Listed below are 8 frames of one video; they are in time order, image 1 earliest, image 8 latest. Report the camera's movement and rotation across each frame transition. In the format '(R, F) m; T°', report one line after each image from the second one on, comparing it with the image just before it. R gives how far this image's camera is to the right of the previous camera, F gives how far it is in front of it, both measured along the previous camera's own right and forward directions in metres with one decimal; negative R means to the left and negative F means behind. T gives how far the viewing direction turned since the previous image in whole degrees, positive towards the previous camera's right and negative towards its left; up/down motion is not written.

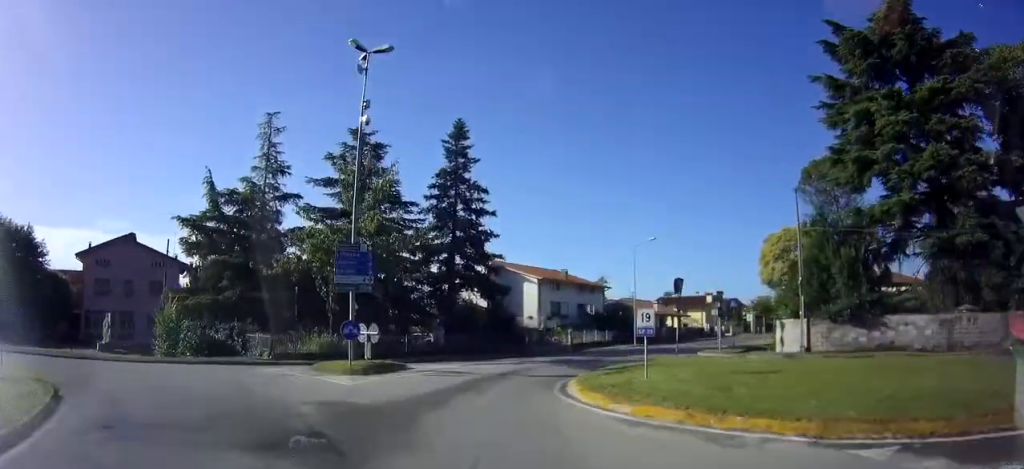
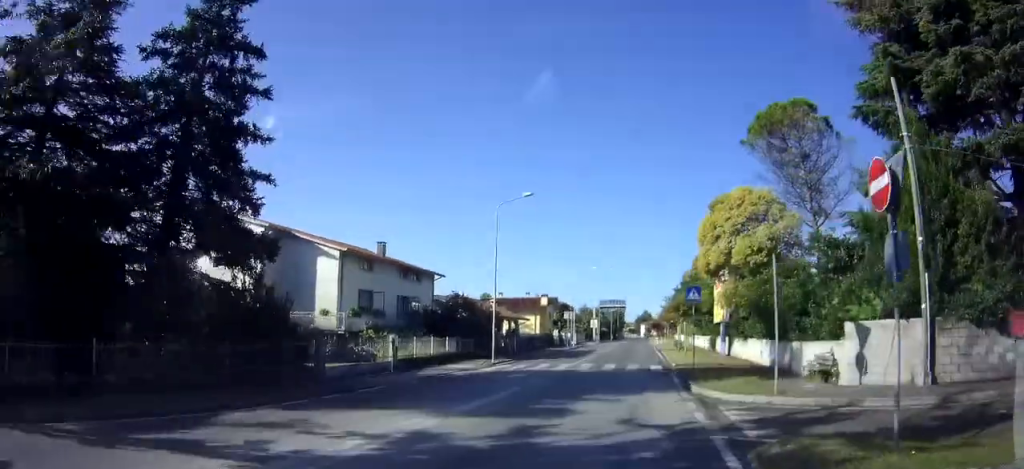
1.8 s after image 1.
(+2.2, +16.0) m; +20°
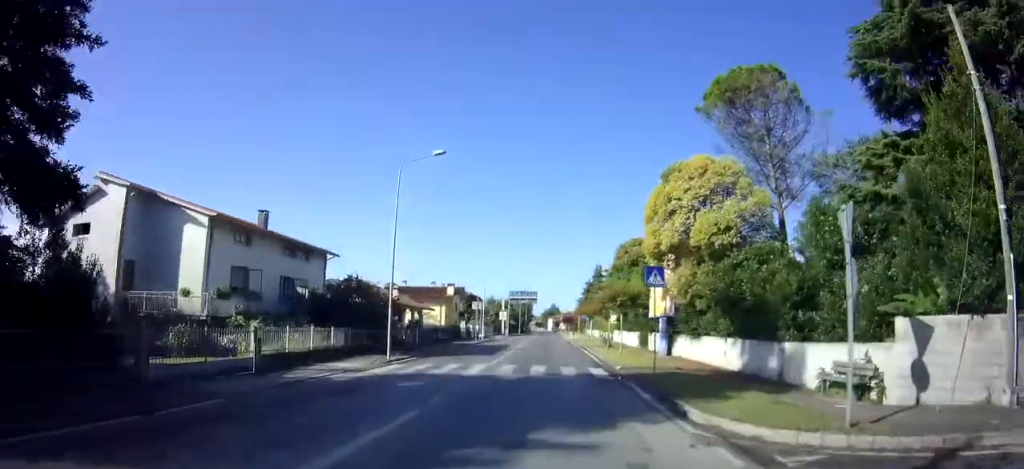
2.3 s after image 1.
(+0.4, +5.2) m; +7°
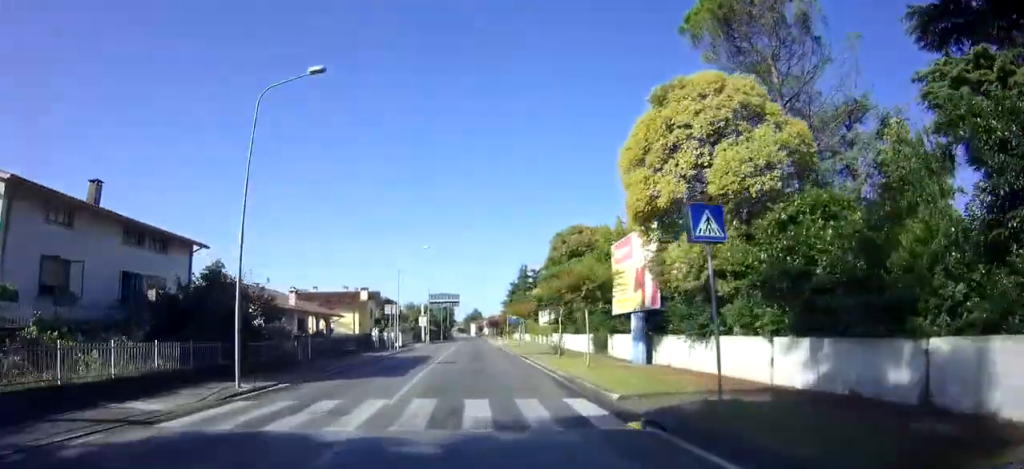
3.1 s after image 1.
(+0.8, +8.3) m; +7°
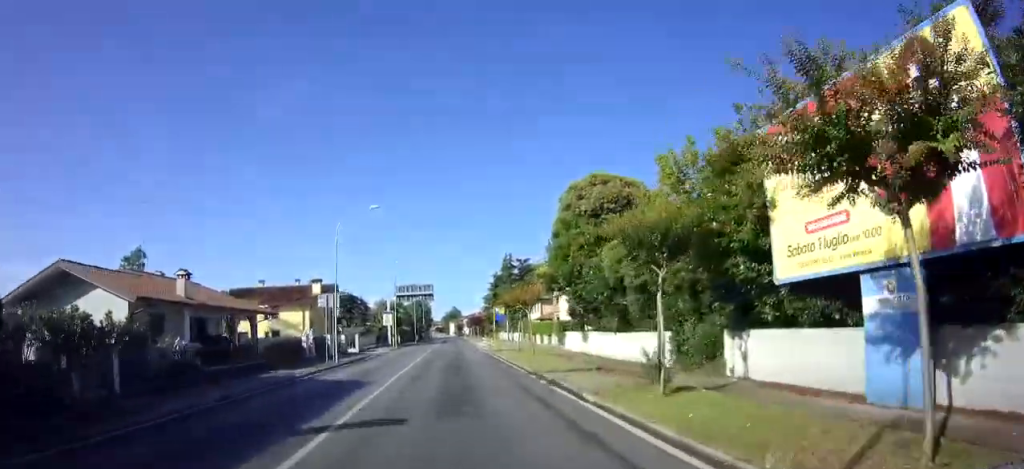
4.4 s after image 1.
(+0.8, +14.3) m; +4°
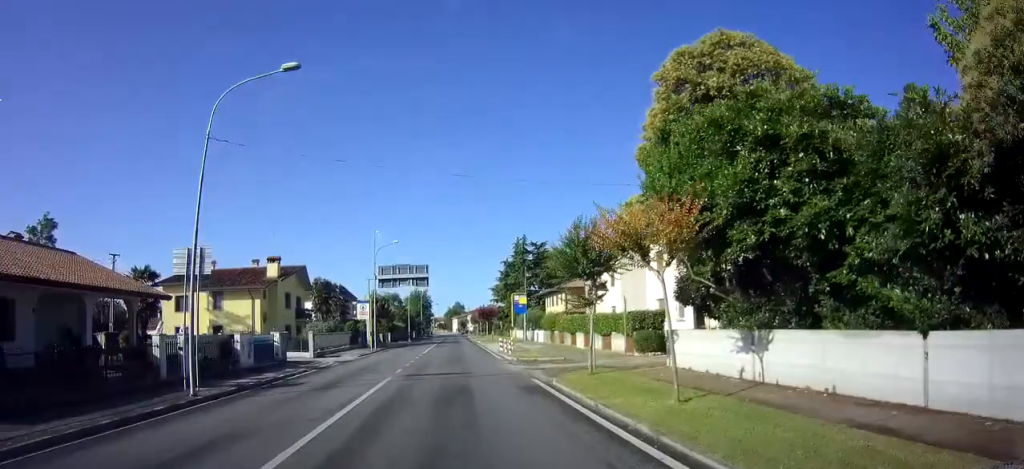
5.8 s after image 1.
(+0.2, +16.4) m; +1°
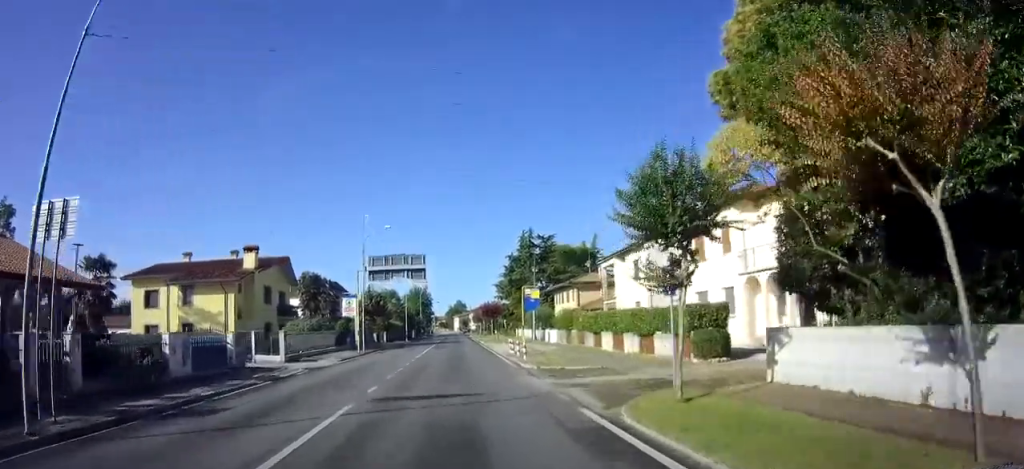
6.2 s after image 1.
(0.0, +5.8) m; 0°
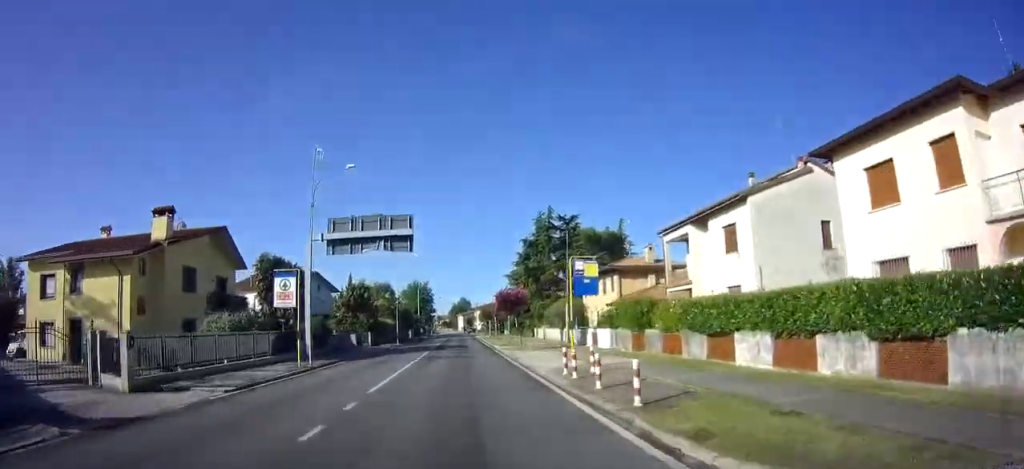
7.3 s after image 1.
(+0.1, +14.4) m; 0°
